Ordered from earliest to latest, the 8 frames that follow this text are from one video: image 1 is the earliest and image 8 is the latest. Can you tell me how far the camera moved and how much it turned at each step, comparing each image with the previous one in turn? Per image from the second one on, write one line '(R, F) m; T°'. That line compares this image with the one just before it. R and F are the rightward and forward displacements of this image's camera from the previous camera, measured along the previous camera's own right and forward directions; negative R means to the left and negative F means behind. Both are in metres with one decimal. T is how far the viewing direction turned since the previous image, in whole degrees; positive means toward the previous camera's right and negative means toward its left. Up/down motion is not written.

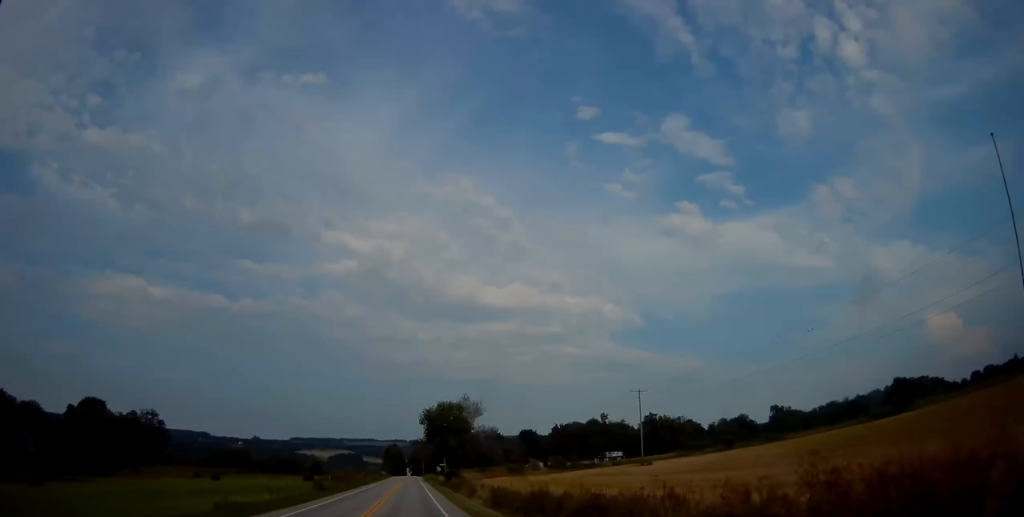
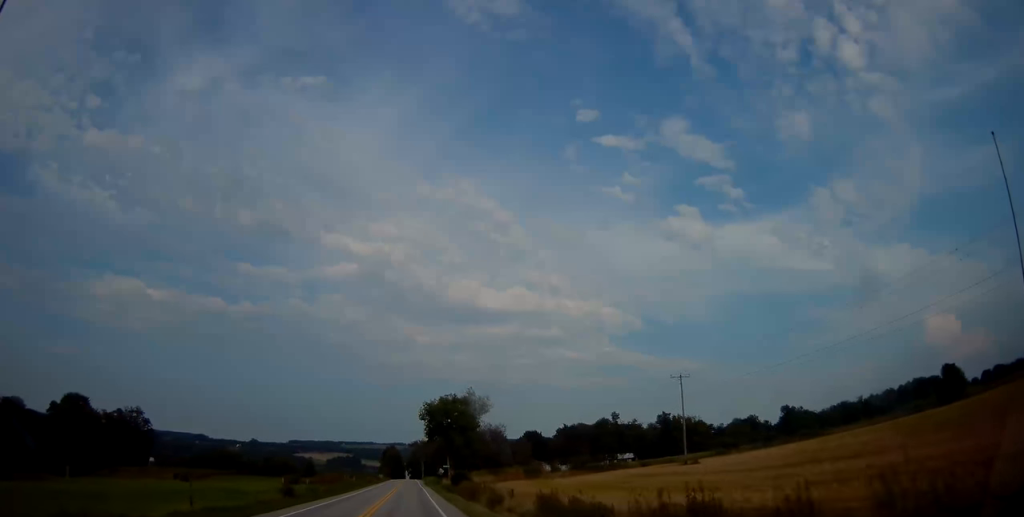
(-0.2, +13.0) m; 0°
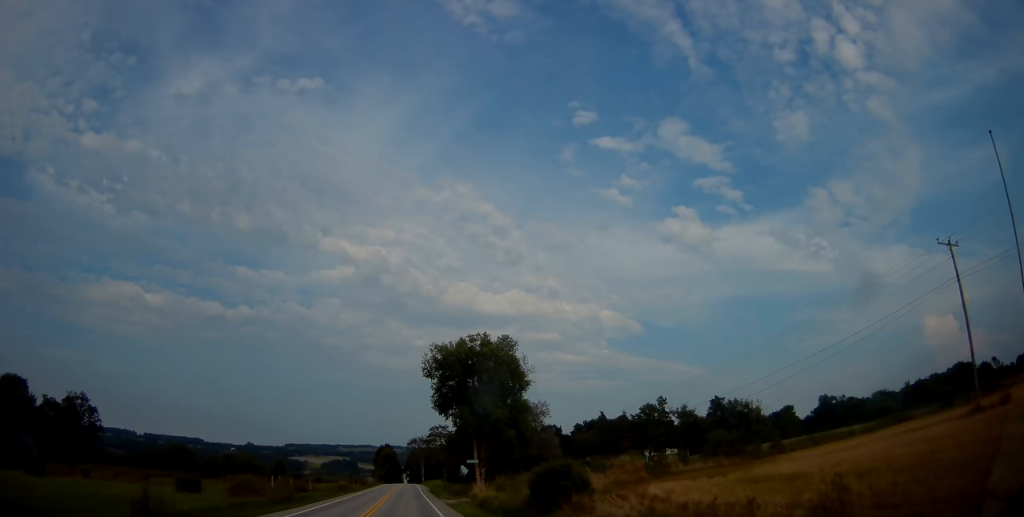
(+0.2, +40.7) m; 0°
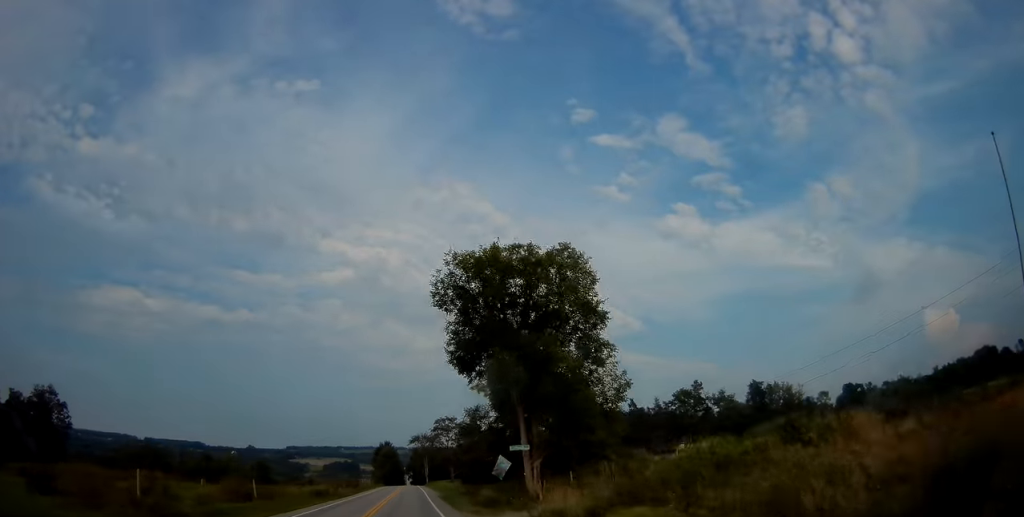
(-0.2, +20.5) m; 0°
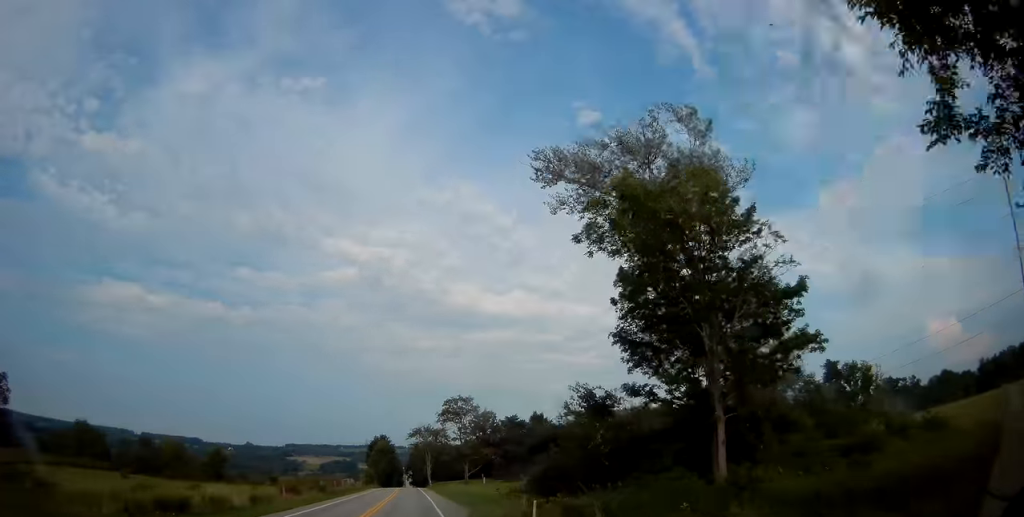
(+0.3, +32.0) m; +1°
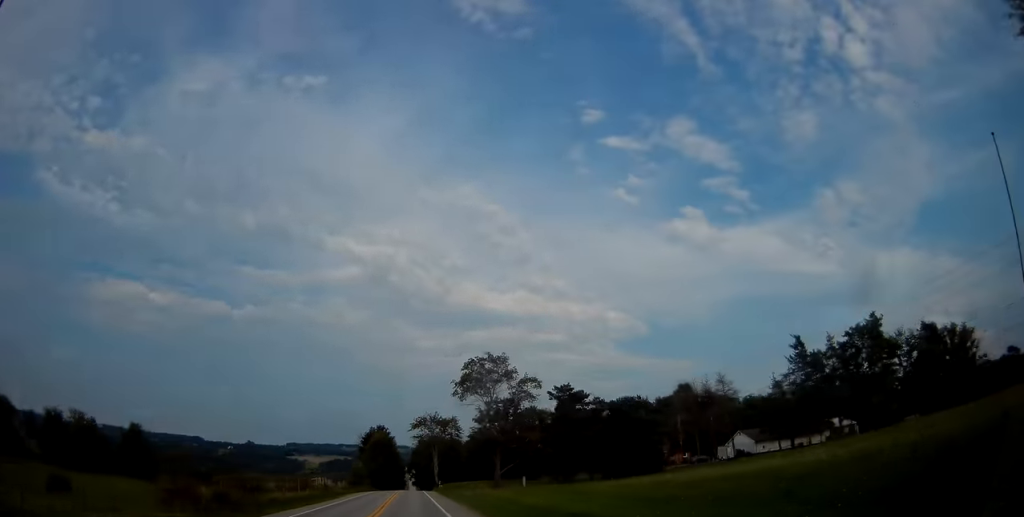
(0.0, +30.8) m; -1°
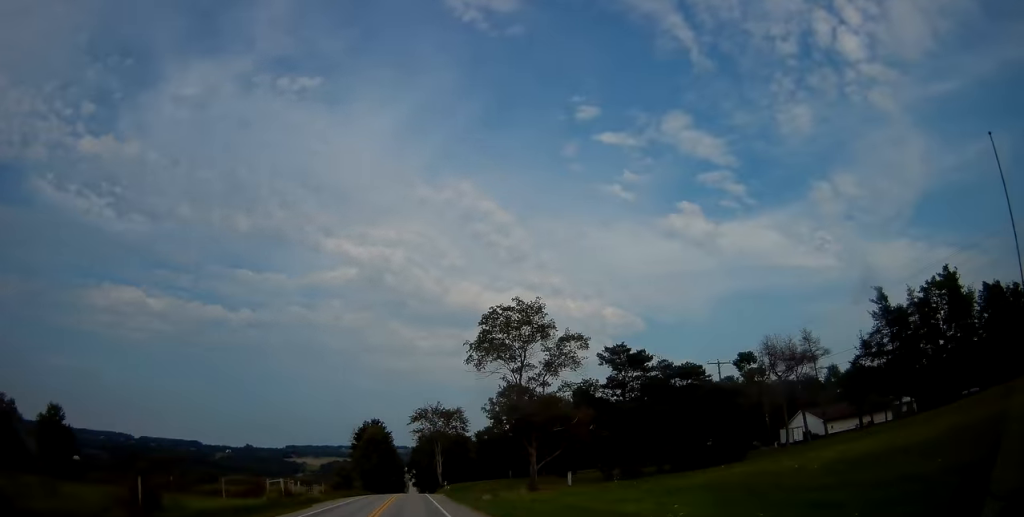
(-0.1, +18.2) m; 0°
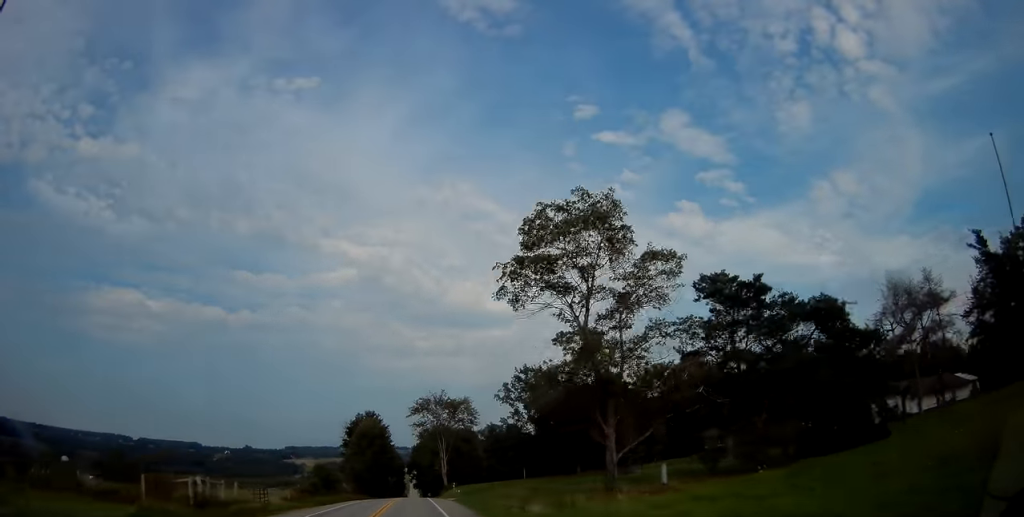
(0.0, +17.3) m; 0°
